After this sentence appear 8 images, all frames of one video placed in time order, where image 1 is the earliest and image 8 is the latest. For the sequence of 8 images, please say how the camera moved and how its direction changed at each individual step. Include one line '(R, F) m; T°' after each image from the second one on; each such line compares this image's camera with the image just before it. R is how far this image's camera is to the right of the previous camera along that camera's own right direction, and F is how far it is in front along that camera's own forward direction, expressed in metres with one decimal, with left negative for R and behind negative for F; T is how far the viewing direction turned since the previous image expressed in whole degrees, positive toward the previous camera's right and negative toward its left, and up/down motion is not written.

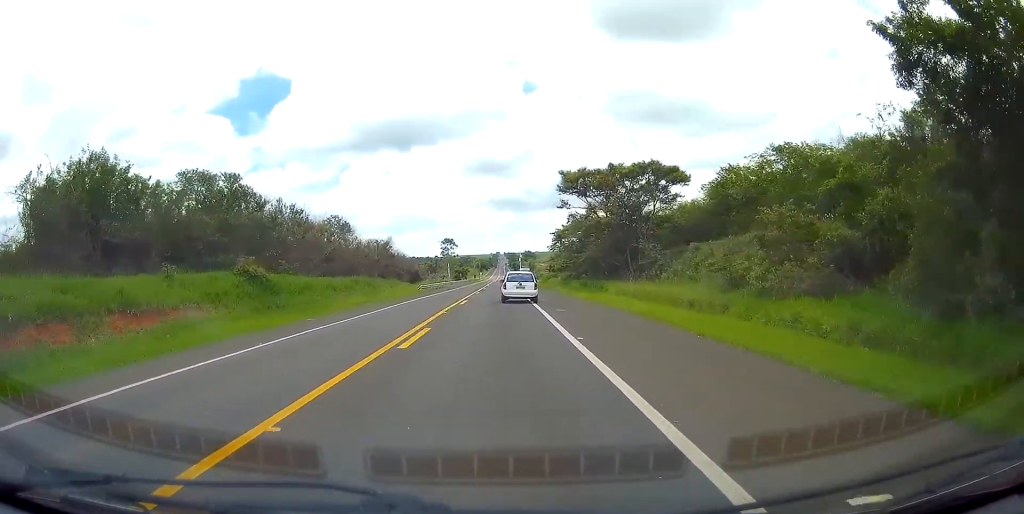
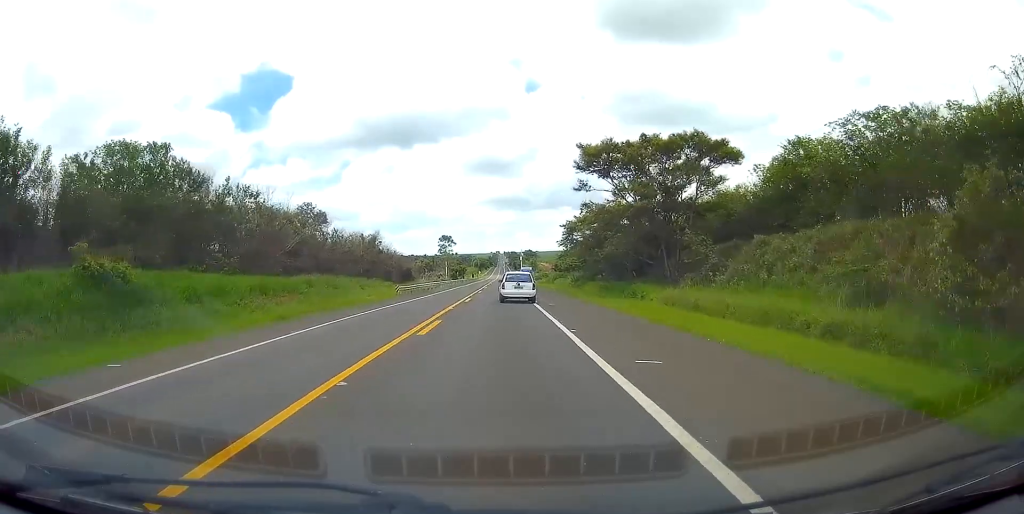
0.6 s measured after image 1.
(-0.2, +14.0) m; -1°
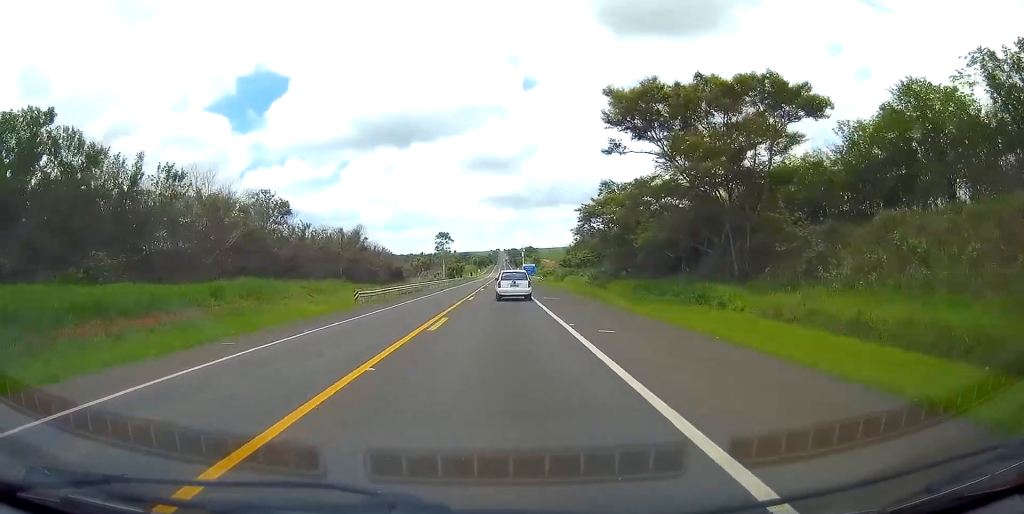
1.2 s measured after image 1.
(-0.1, +14.8) m; -1°
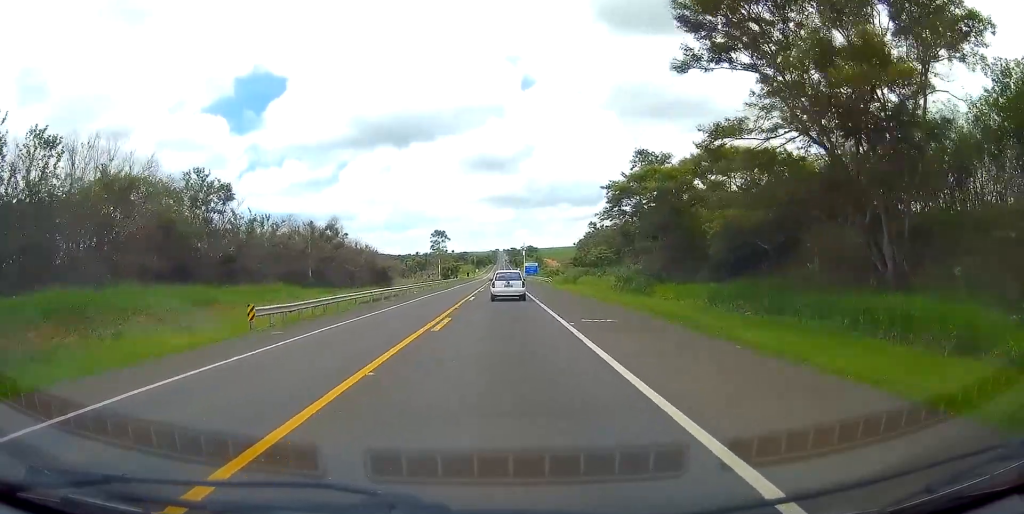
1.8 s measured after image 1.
(0.0, +15.6) m; 0°
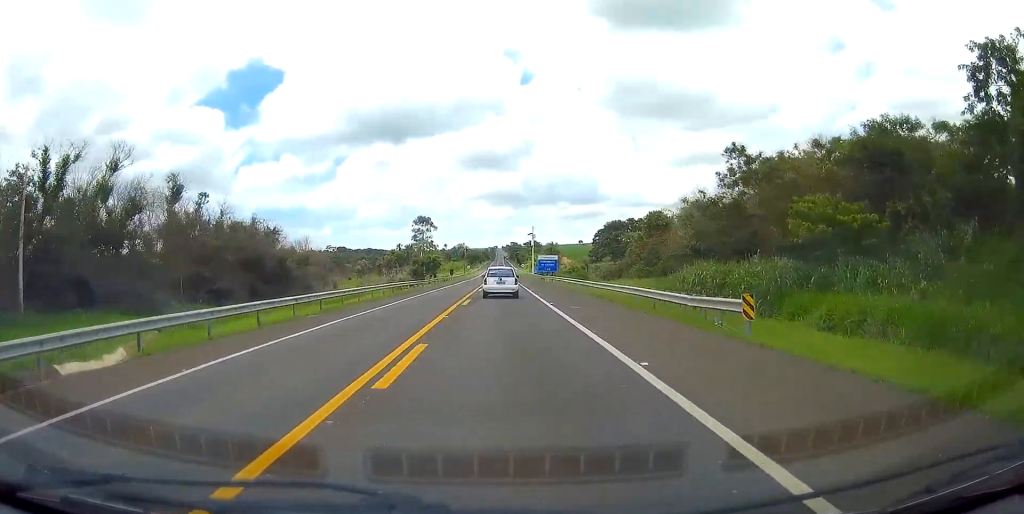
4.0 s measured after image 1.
(+1.3, +54.3) m; +2°
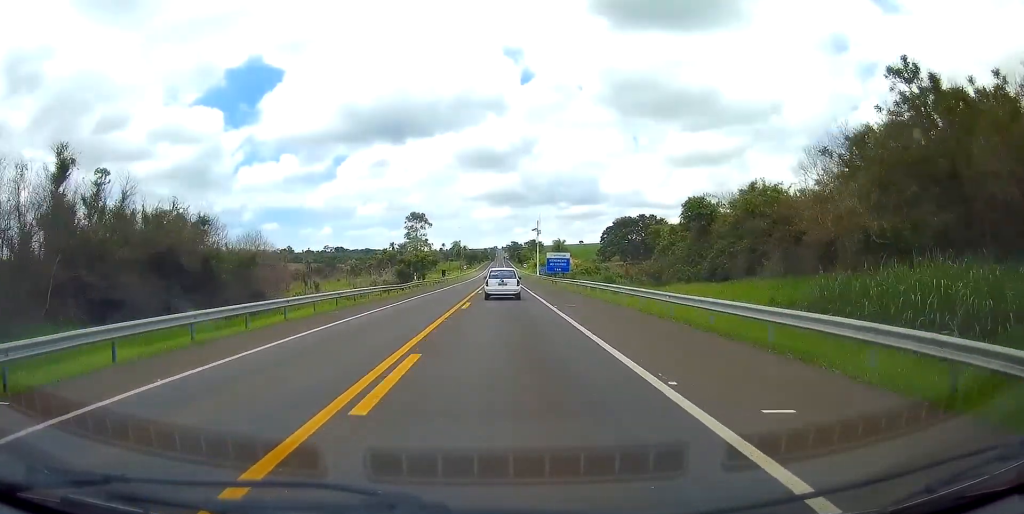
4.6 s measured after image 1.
(-0.3, +17.2) m; -1°
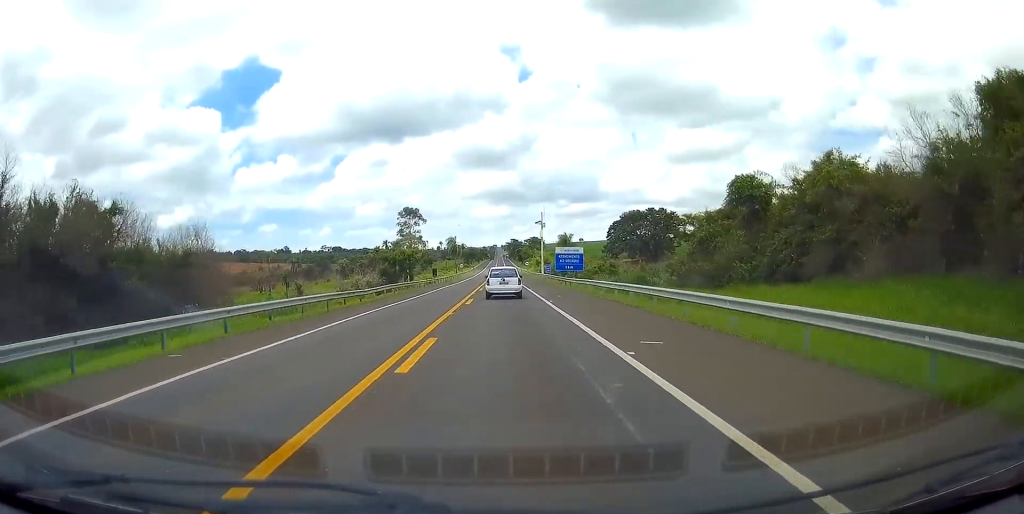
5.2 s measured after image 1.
(-0.2, +13.8) m; 0°
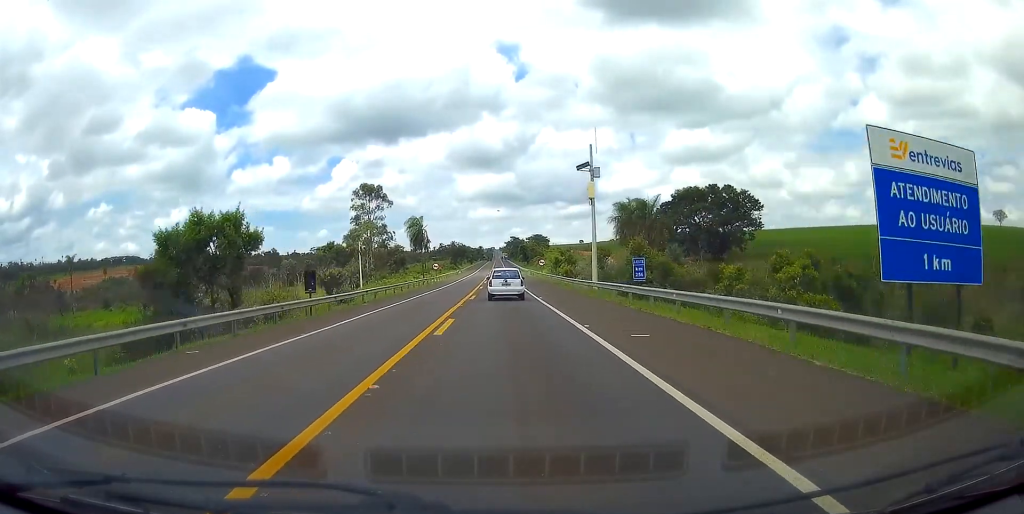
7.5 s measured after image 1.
(+0.2, +60.4) m; 0°
